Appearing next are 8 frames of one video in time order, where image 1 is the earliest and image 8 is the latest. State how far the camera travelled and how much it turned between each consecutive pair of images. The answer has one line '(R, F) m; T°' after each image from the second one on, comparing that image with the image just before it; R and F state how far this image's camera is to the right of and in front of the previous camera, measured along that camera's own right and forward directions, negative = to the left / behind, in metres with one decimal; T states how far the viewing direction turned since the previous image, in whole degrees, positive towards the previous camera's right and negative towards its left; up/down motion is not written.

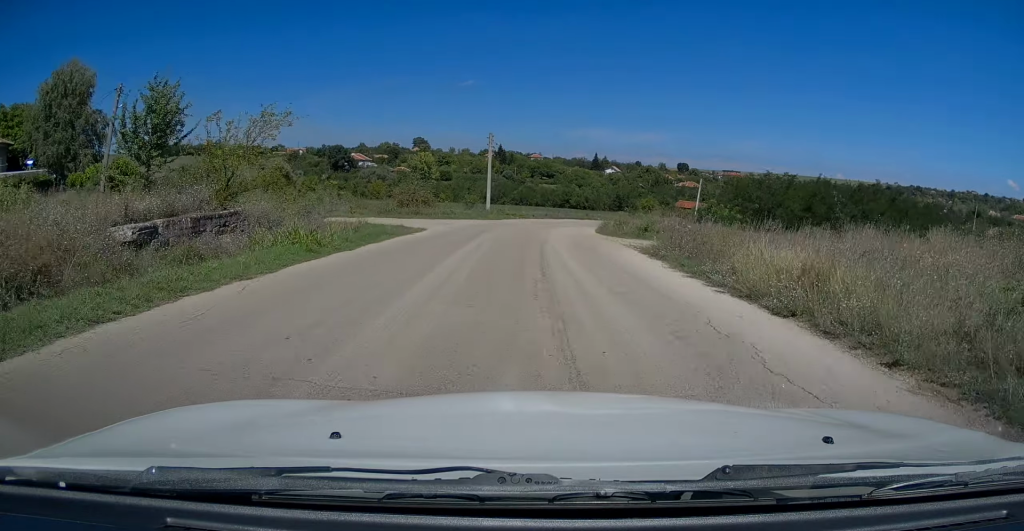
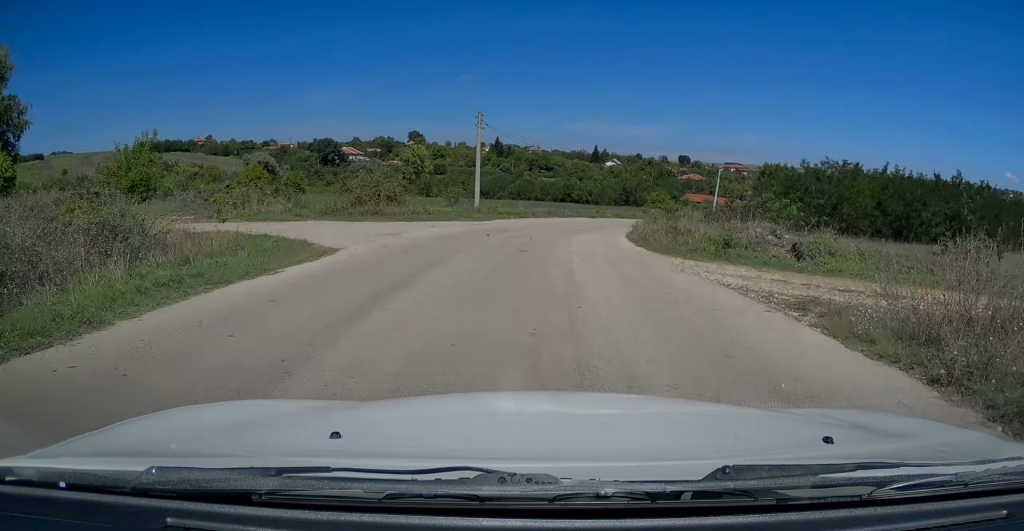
(-0.1, +11.2) m; 0°
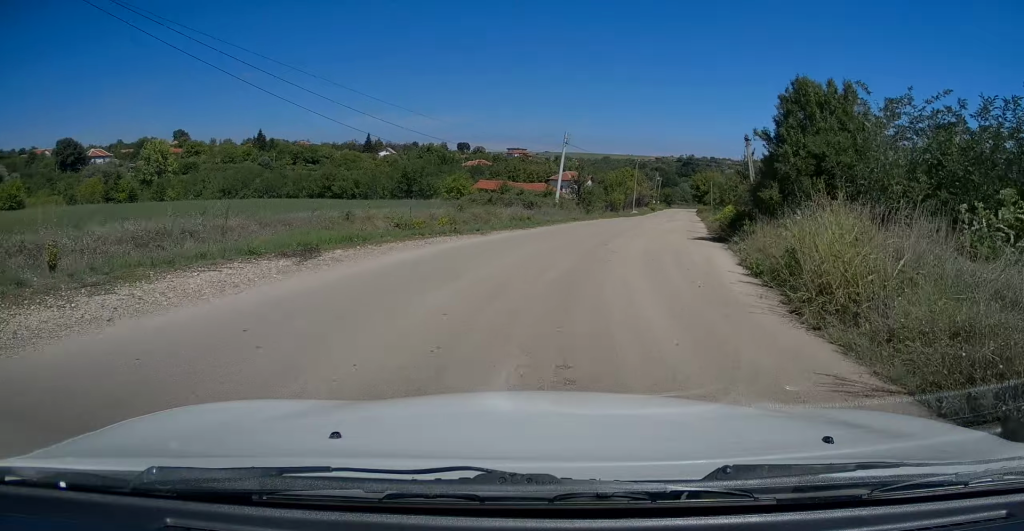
(+3.7, +37.0) m; +17°
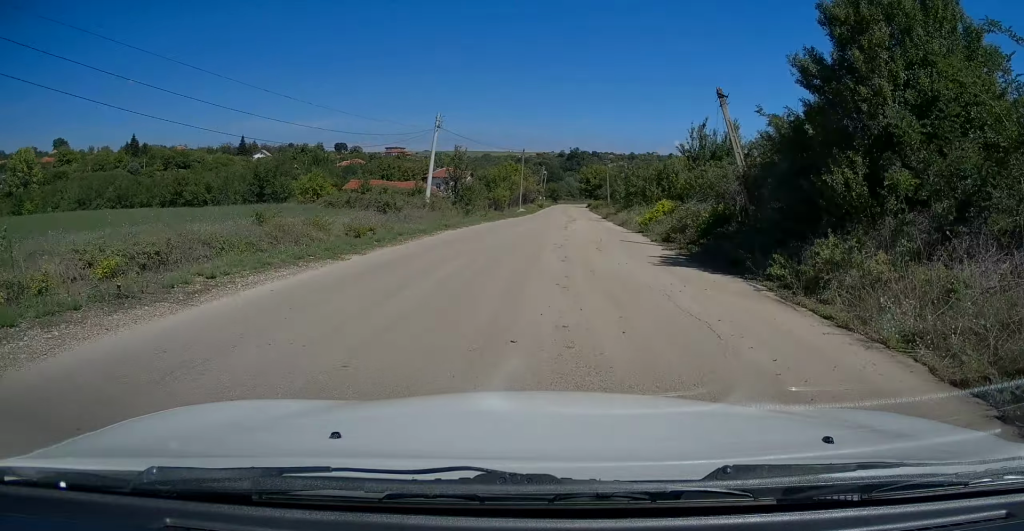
(+1.1, +11.1) m; +7°
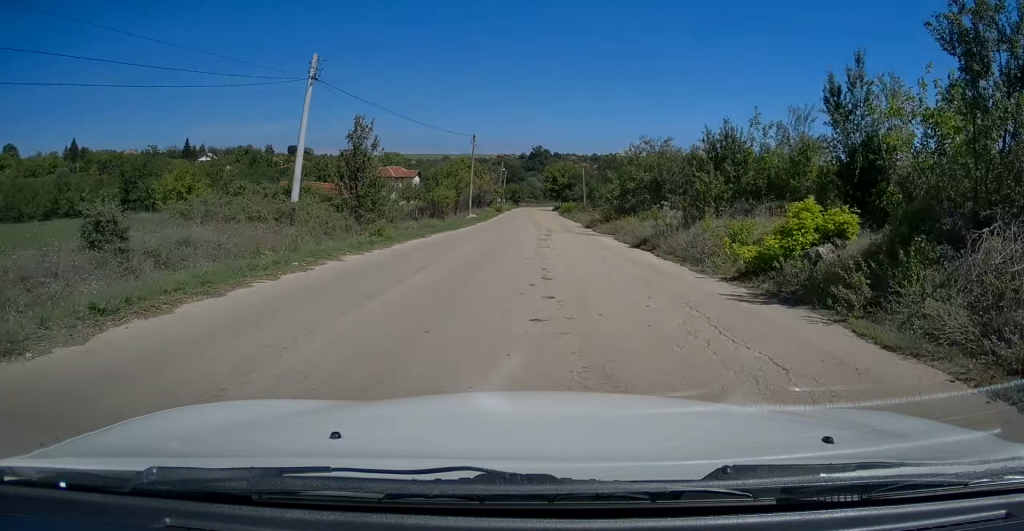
(+1.3, +18.5) m; +7°
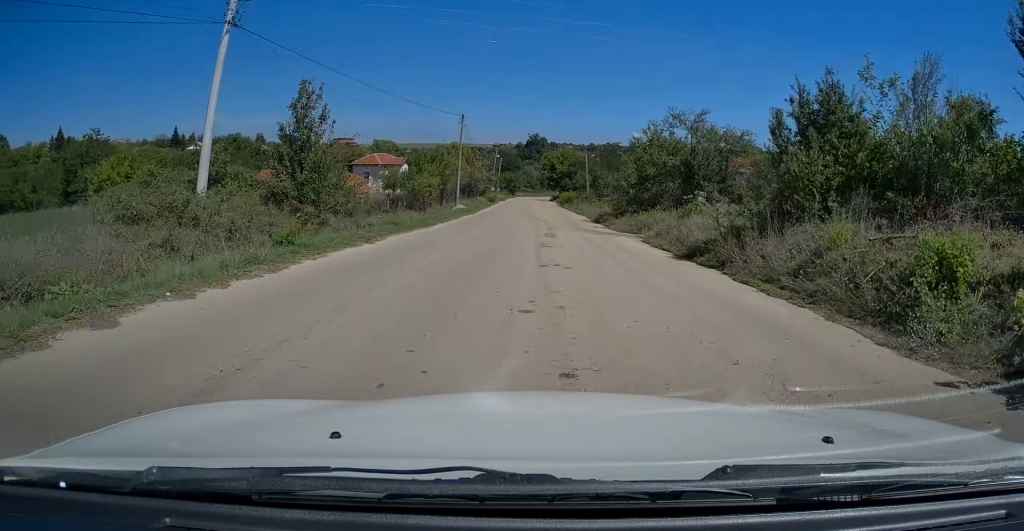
(+0.3, +7.3) m; +2°
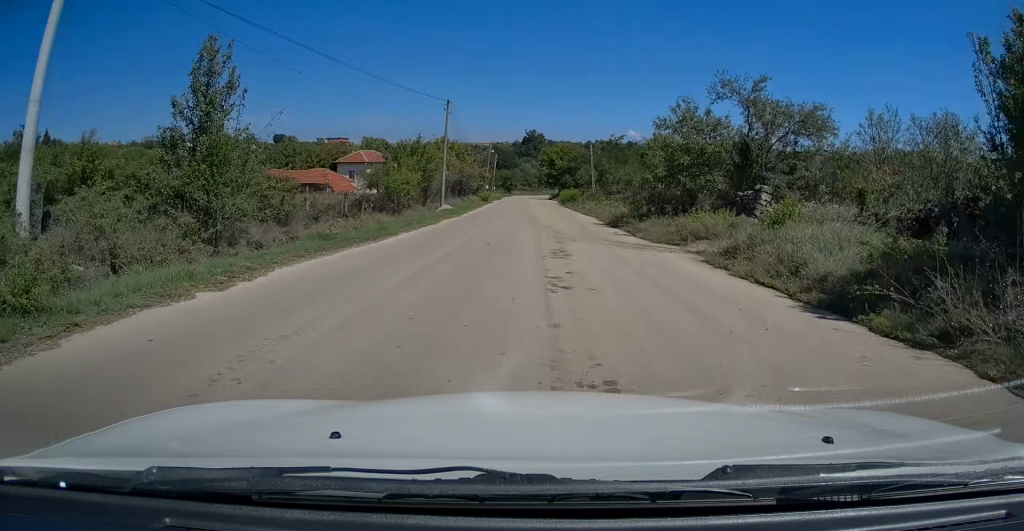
(+0.1, +7.3) m; +1°
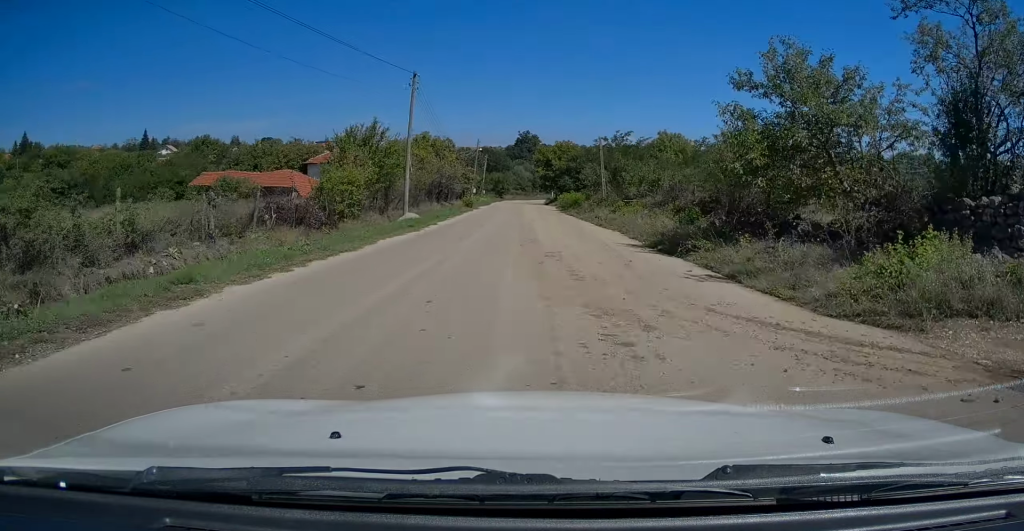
(+0.1, +10.9) m; 0°
